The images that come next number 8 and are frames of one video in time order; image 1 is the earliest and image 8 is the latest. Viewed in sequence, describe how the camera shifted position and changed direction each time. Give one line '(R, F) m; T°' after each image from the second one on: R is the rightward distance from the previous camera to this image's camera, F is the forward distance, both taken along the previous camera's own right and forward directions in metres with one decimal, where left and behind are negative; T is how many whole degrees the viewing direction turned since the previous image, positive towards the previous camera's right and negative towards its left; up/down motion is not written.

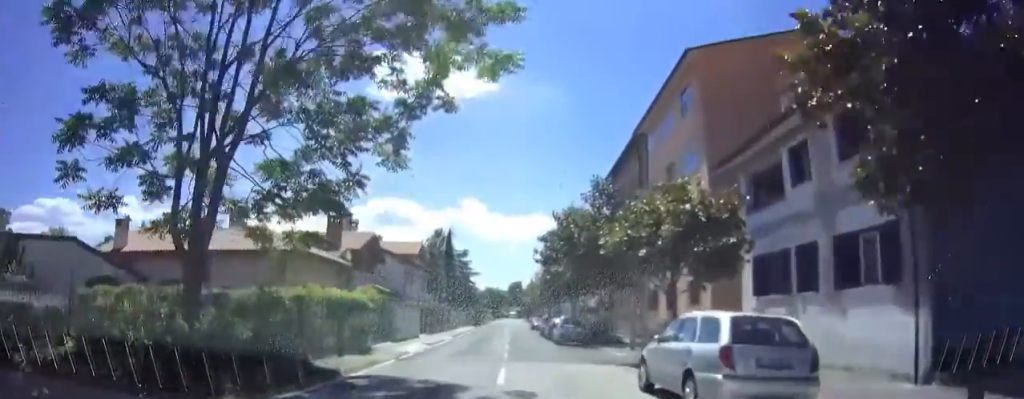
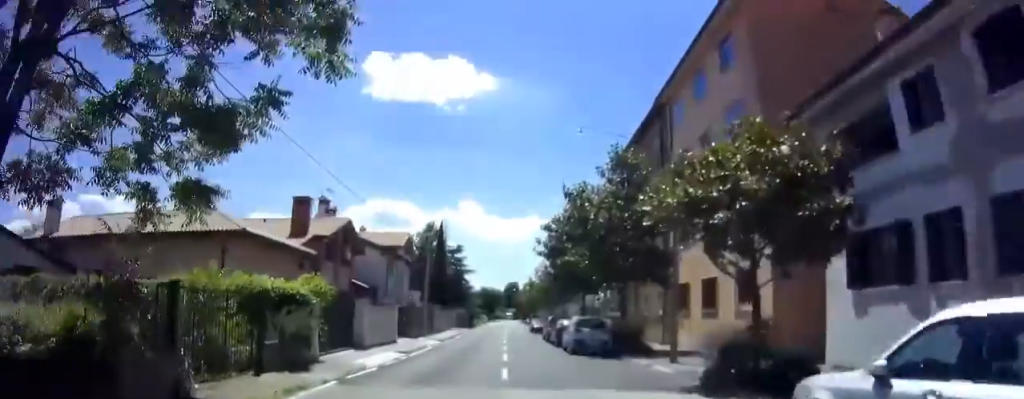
(-0.1, +5.6) m; 0°
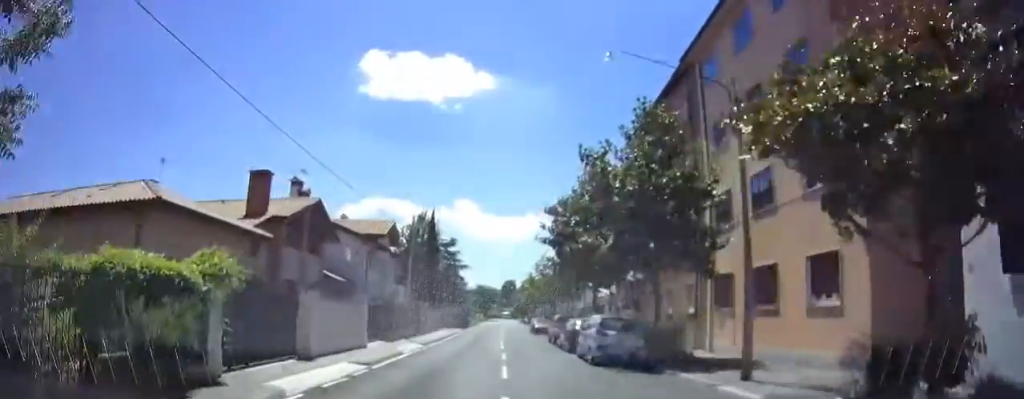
(-0.1, +6.0) m; 0°
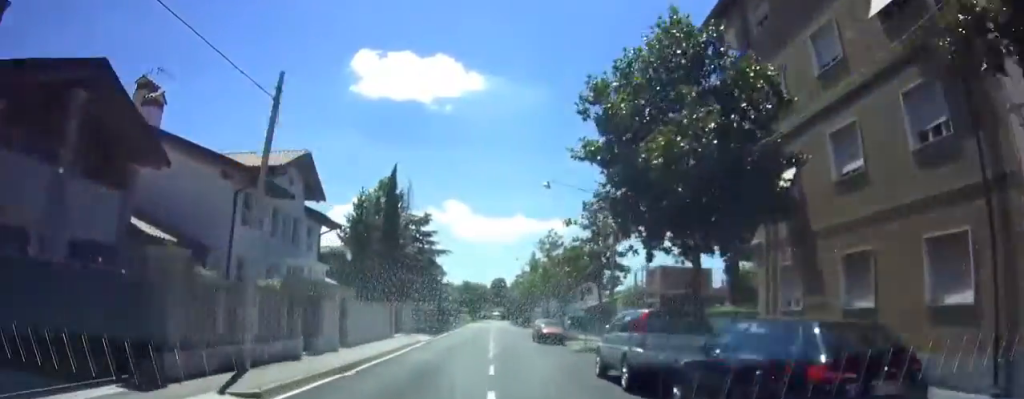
(+0.3, +15.8) m; +1°
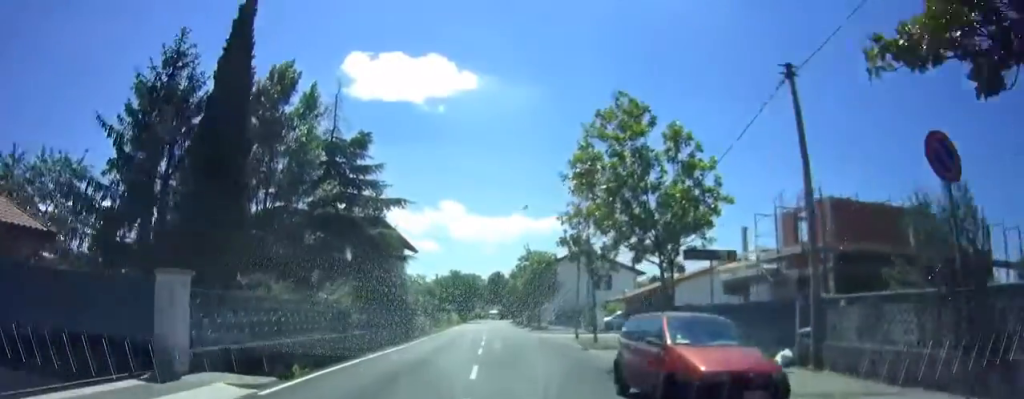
(+0.3, +23.7) m; +1°
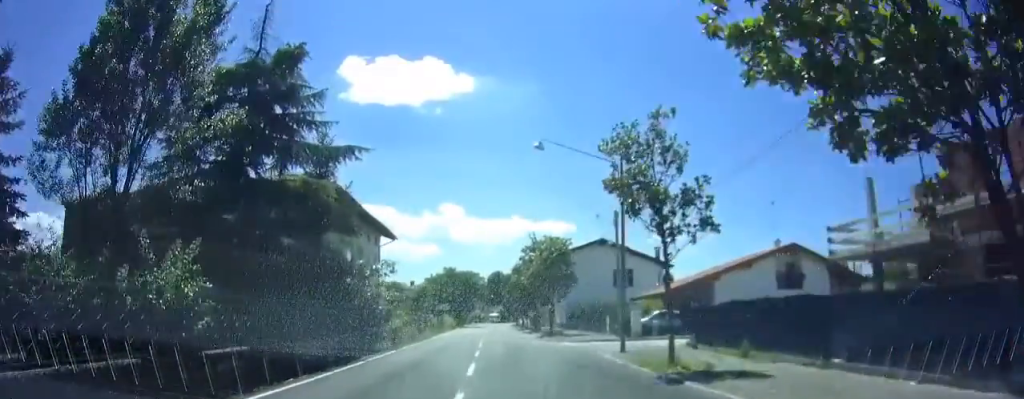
(-0.1, +10.5) m; -1°
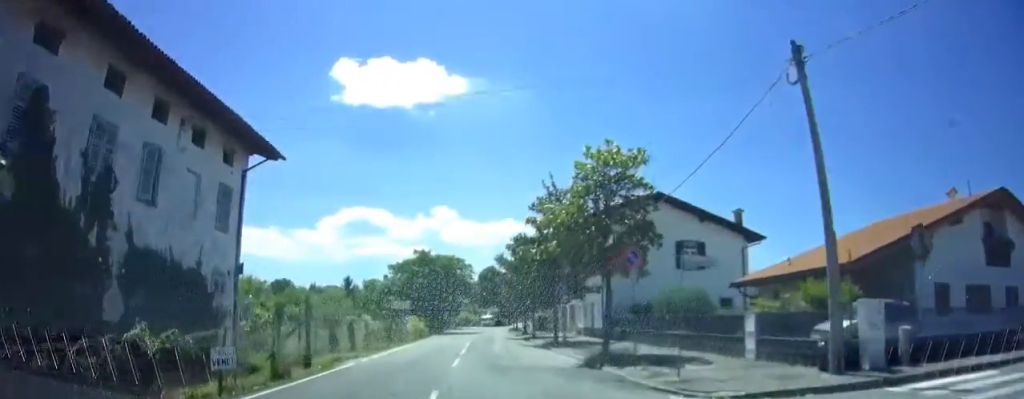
(-0.1, +21.5) m; -1°
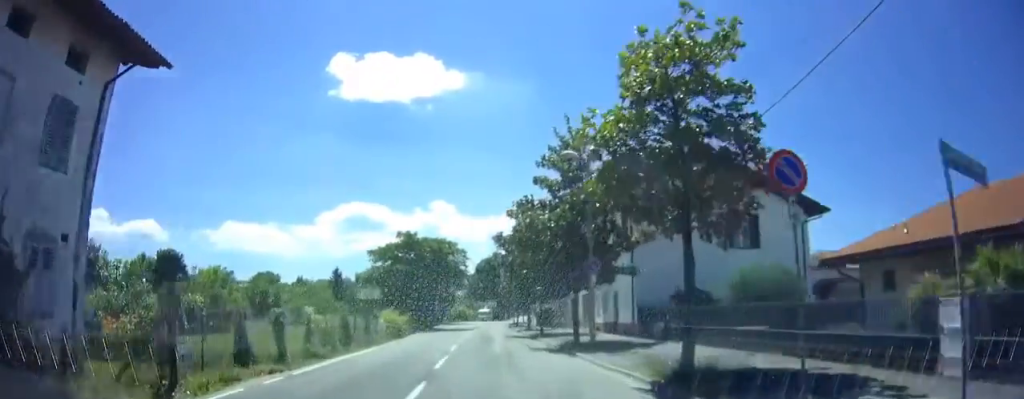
(-0.1, +8.3) m; 0°
